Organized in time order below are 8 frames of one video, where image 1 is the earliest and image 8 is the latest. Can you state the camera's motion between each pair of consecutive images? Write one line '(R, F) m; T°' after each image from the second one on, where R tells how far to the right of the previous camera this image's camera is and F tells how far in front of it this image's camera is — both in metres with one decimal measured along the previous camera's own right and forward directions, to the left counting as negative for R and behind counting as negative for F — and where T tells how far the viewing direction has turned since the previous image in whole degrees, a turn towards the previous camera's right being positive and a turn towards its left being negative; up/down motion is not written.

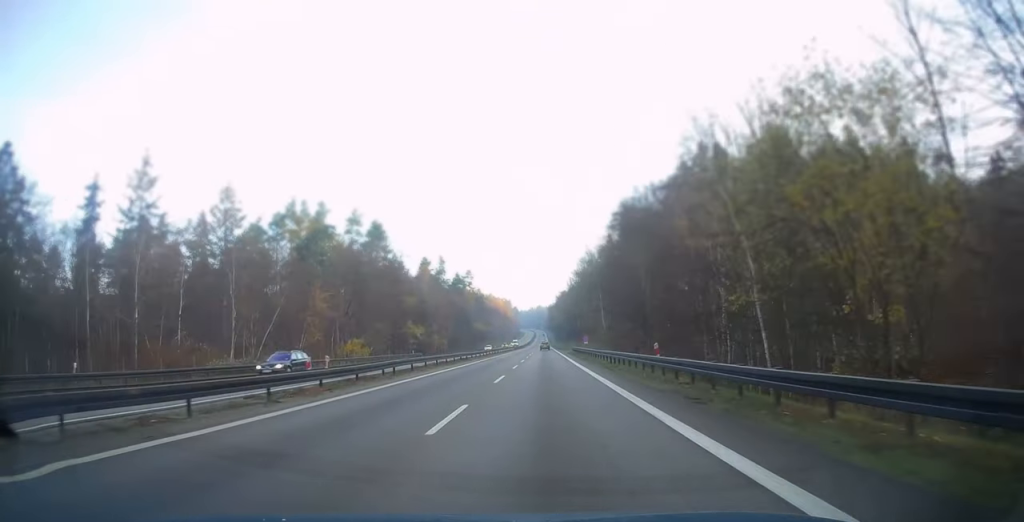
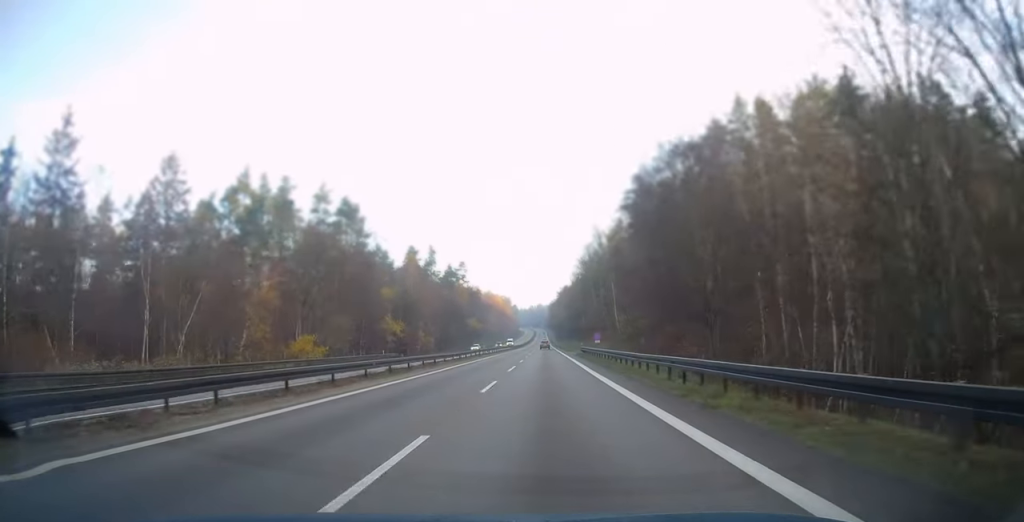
(0.0, +16.9) m; 0°
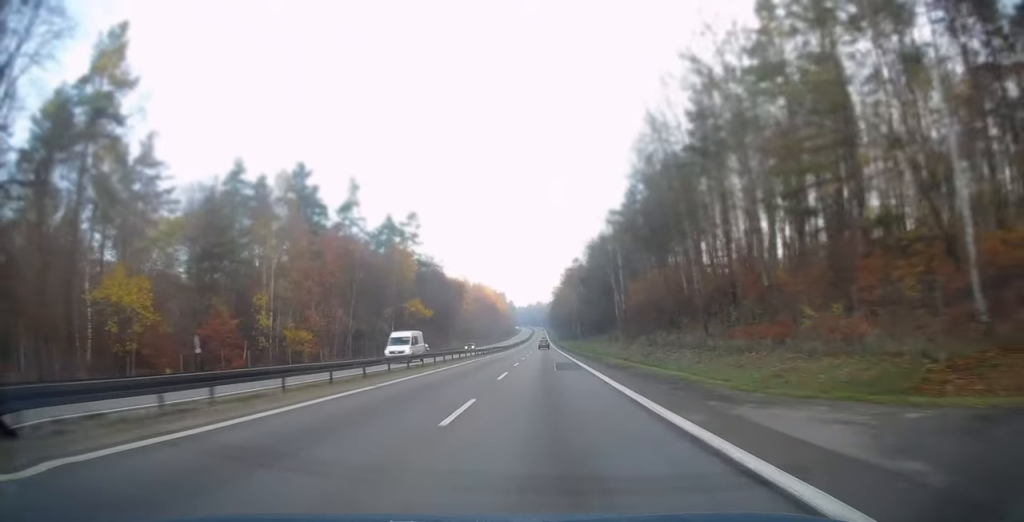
(+0.1, +68.7) m; 0°
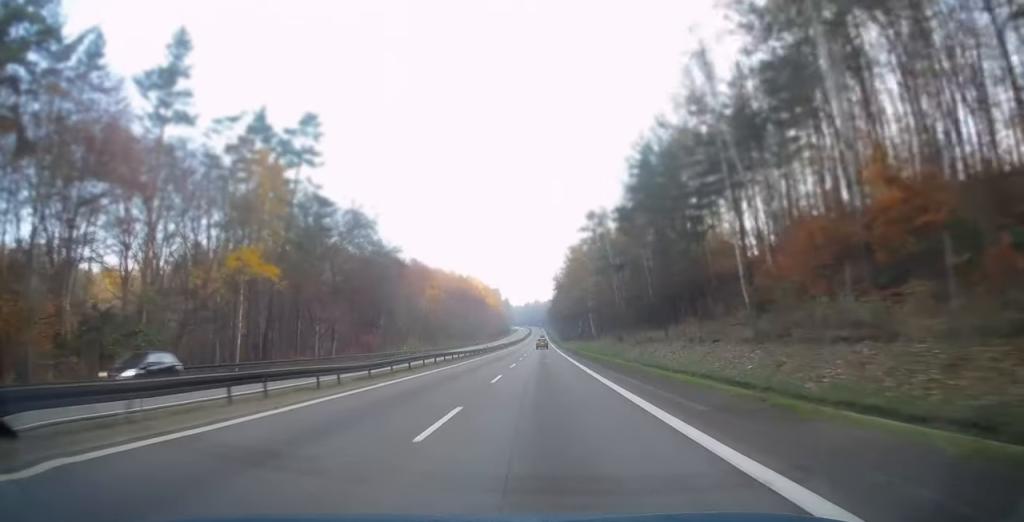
(0.0, +50.8) m; 0°
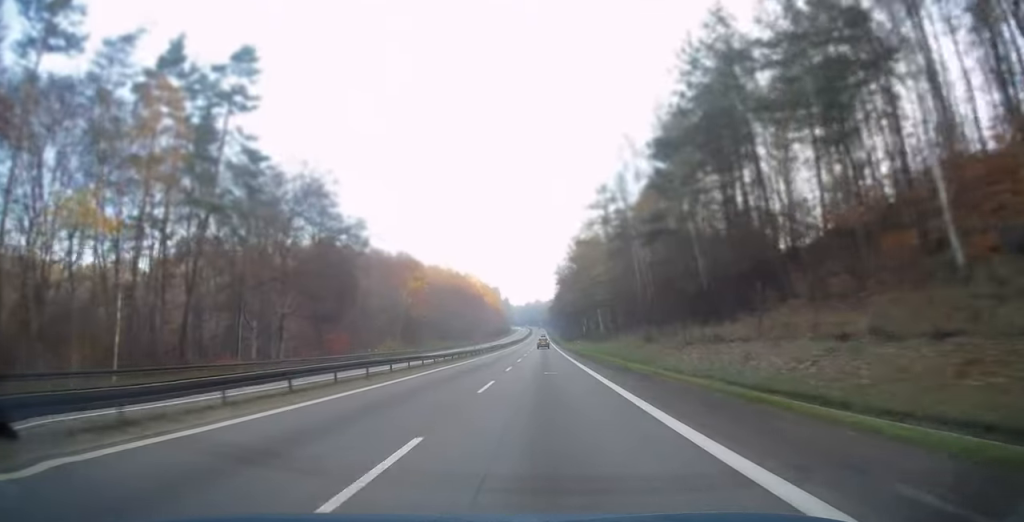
(0.0, +16.2) m; 0°
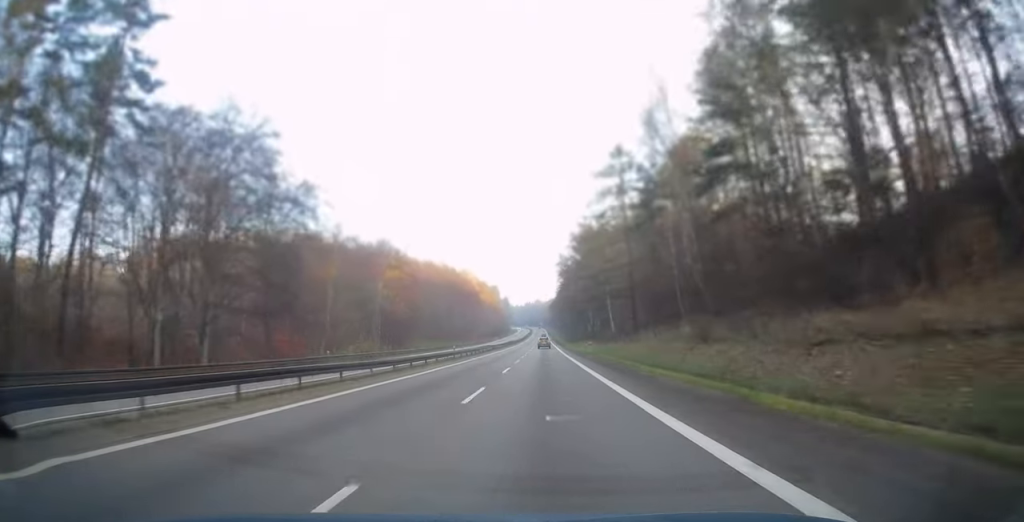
(+0.1, +15.2) m; 0°
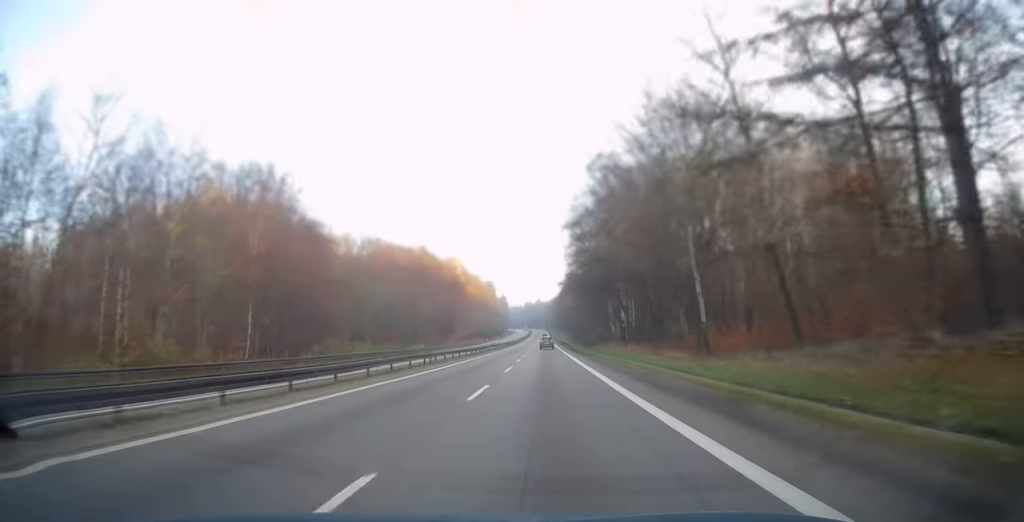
(-0.1, +48.4) m; 0°
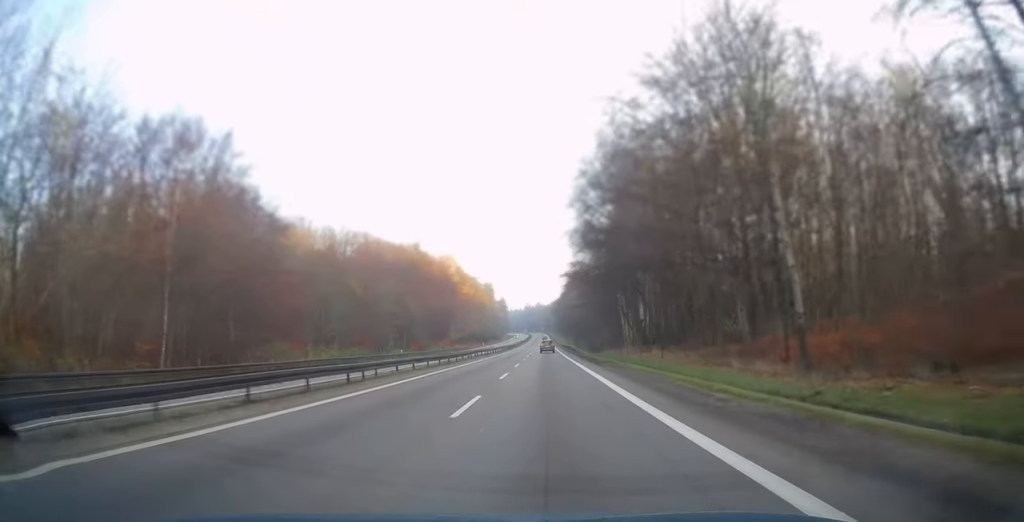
(+0.1, +14.6) m; 0°
